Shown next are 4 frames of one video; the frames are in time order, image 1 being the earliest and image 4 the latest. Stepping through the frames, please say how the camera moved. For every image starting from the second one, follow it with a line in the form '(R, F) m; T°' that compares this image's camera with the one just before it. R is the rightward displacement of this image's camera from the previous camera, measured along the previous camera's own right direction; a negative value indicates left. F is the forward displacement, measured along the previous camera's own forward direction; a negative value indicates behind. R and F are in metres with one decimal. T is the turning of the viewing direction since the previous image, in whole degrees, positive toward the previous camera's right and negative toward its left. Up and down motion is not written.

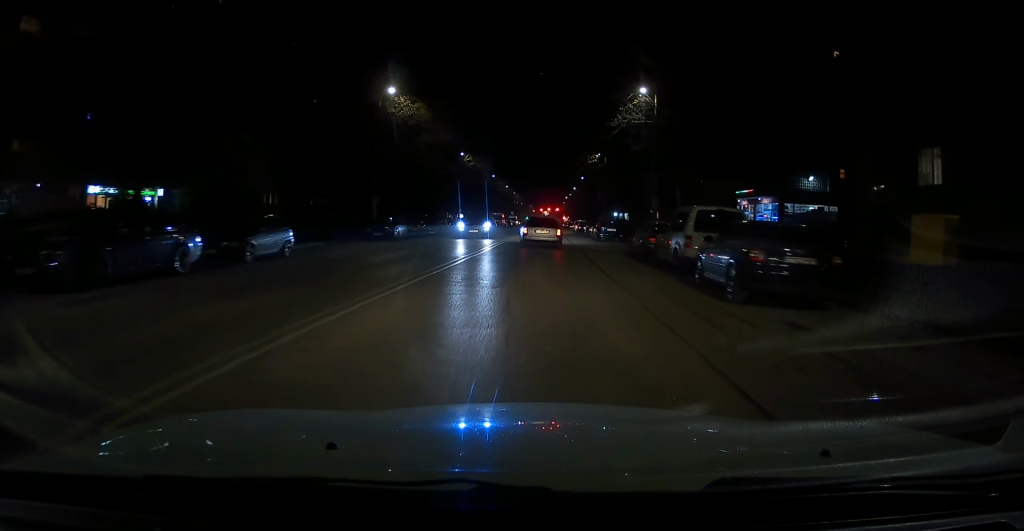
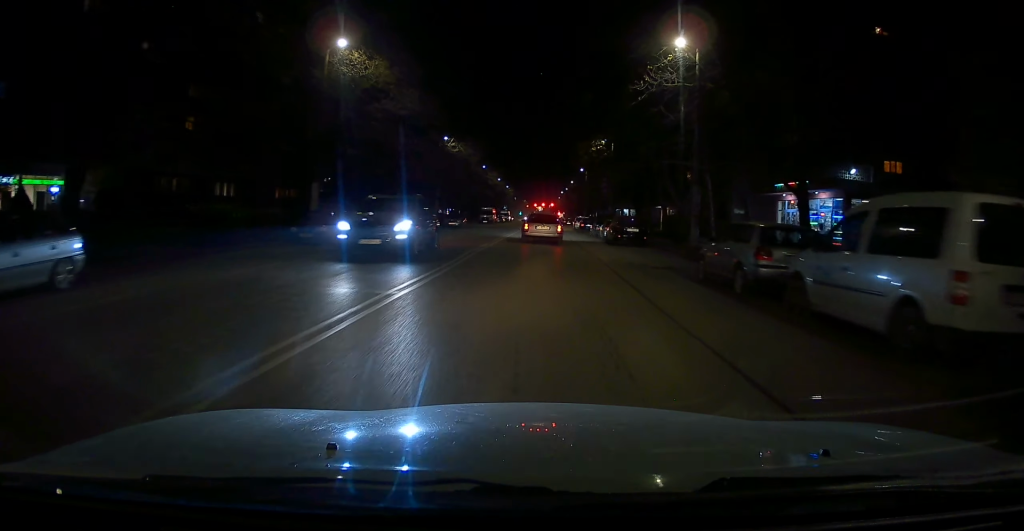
(+0.4, +9.3) m; +3°
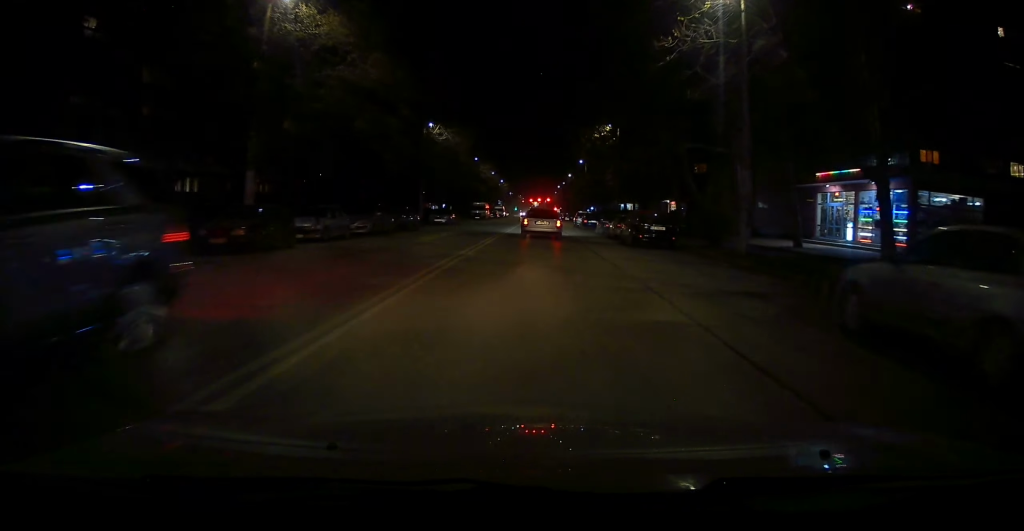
(+0.1, +6.3) m; 0°
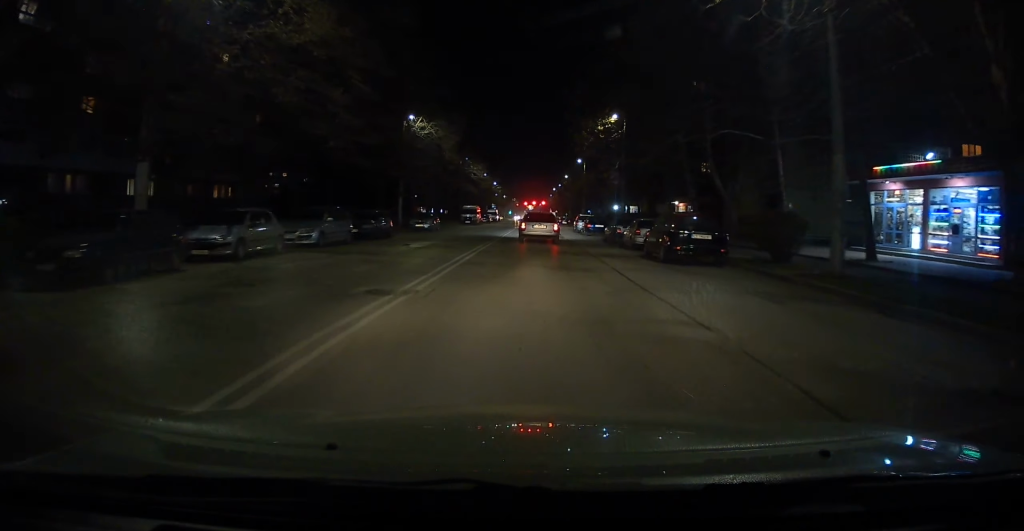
(0.0, +6.4) m; 0°
